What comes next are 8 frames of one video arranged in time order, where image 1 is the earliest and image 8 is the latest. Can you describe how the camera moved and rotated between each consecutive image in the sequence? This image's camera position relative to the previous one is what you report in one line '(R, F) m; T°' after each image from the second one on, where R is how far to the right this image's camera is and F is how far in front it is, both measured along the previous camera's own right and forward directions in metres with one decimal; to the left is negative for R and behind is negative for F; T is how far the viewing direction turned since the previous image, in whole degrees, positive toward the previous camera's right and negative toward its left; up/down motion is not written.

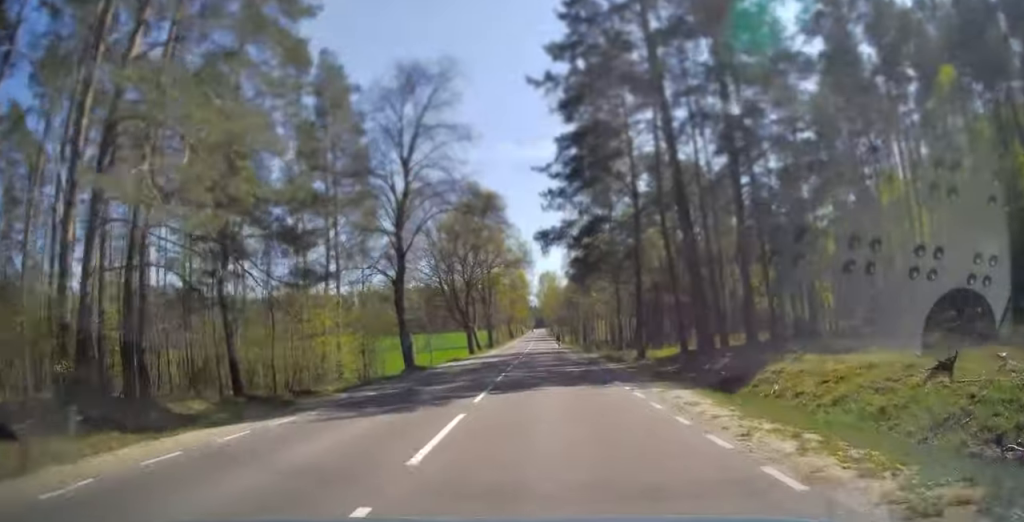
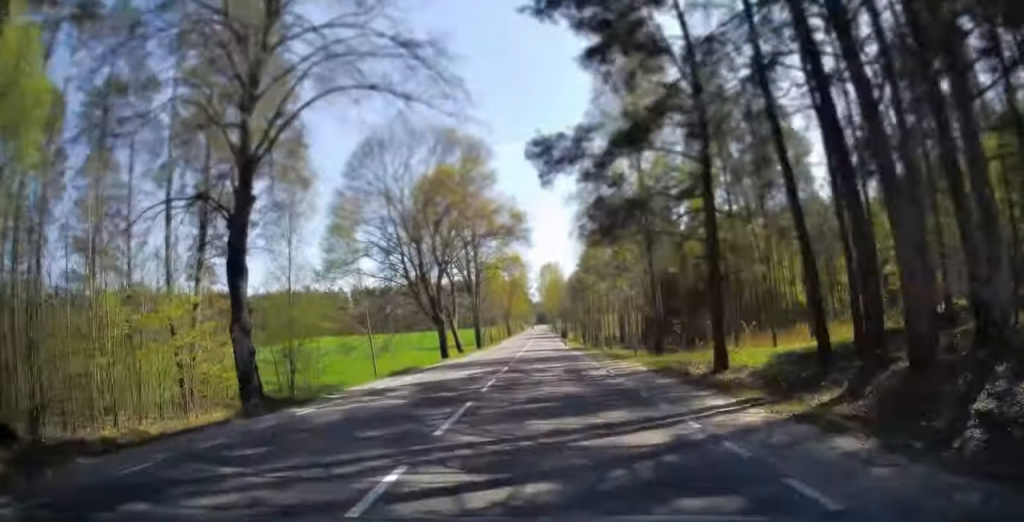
(+0.2, +15.3) m; 0°
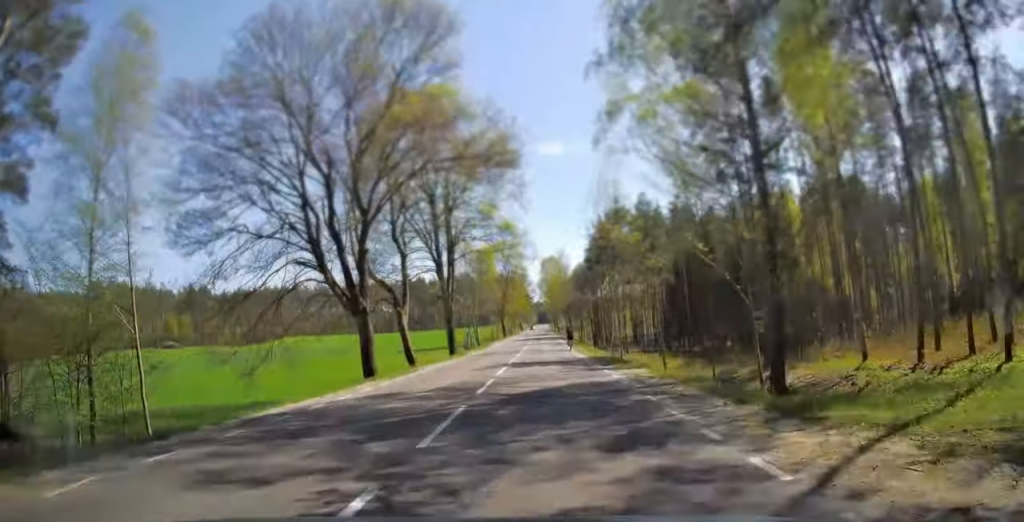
(0.0, +17.6) m; 0°
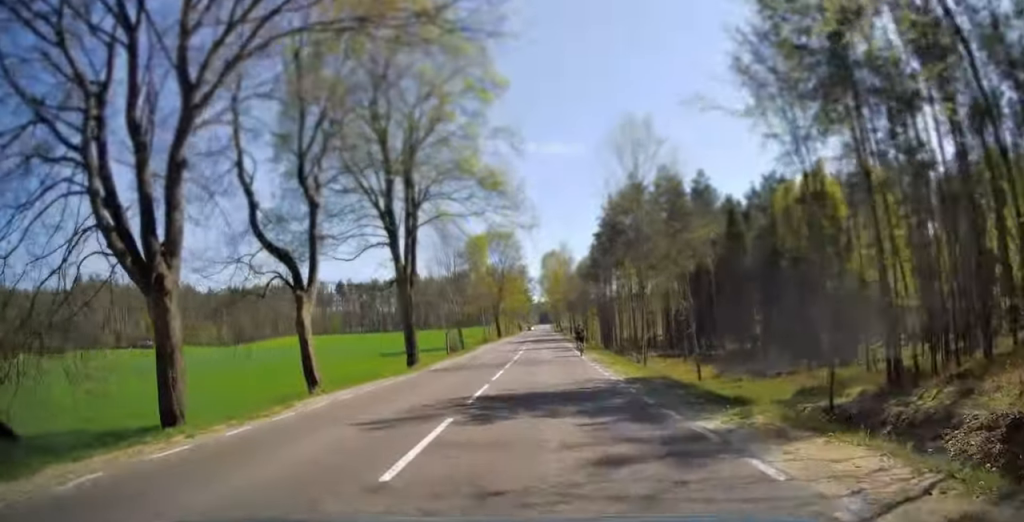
(0.0, +12.5) m; -1°
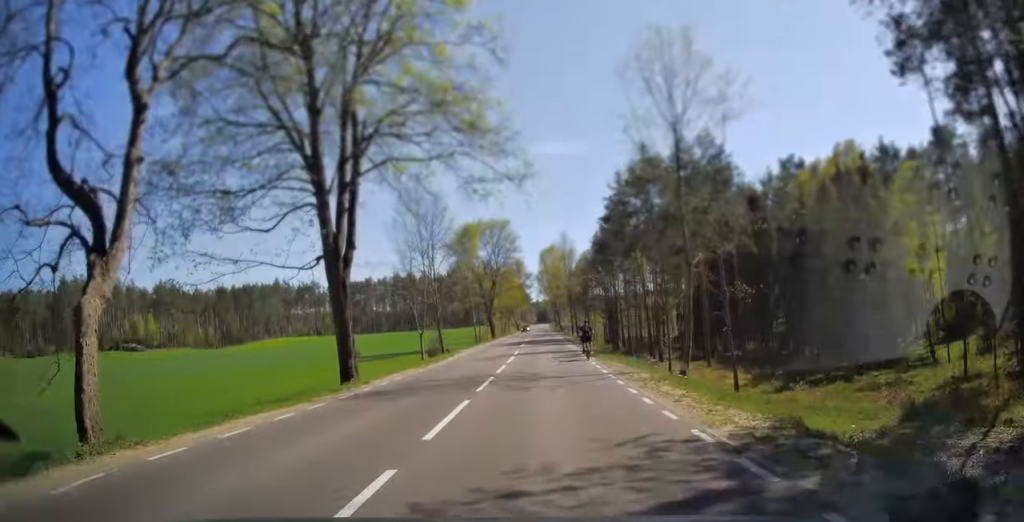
(-0.1, +9.1) m; -1°
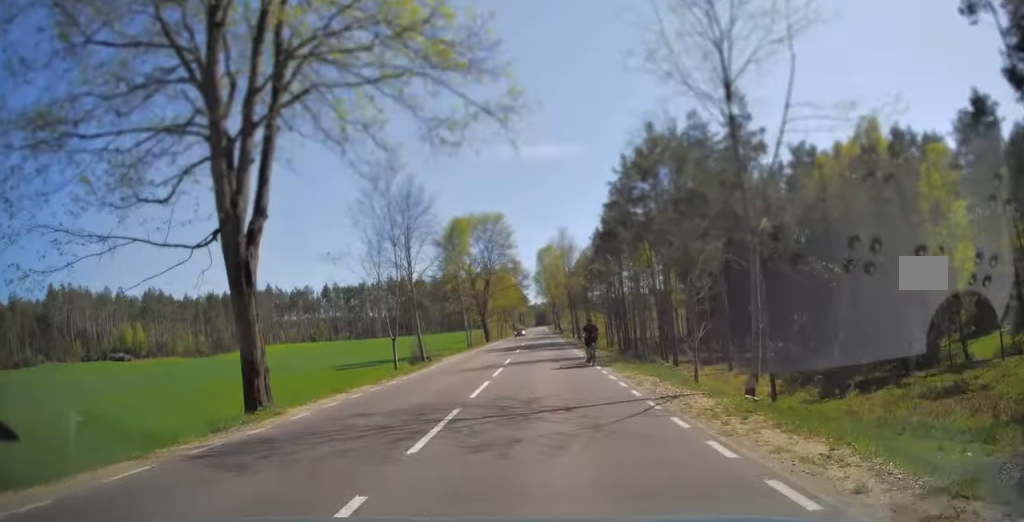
(-0.1, +6.6) m; 0°
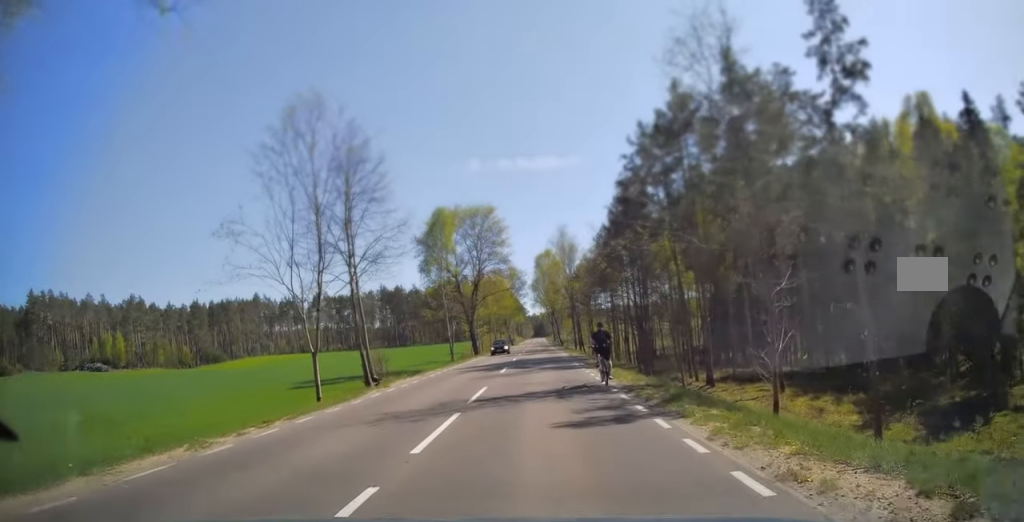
(+0.1, +11.0) m; 0°
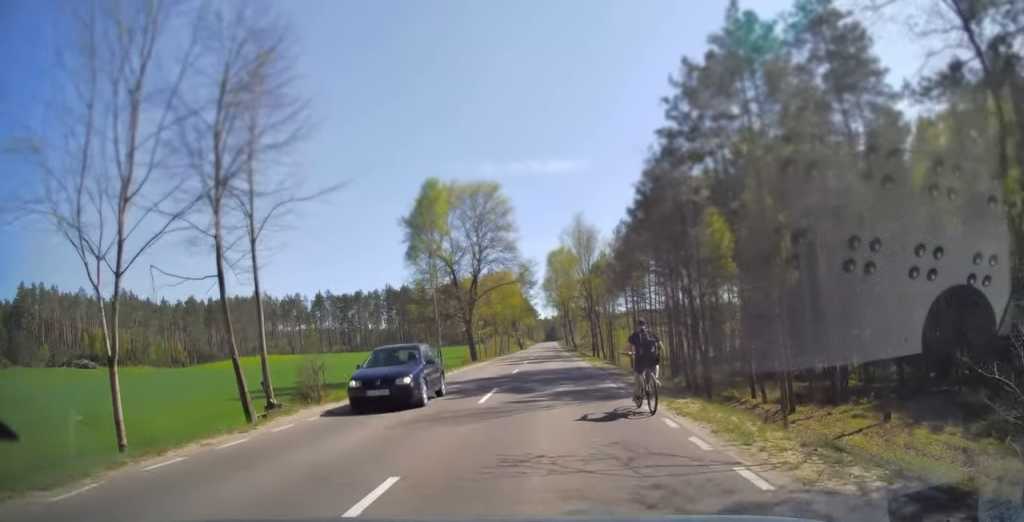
(-0.1, +11.2) m; -2°
